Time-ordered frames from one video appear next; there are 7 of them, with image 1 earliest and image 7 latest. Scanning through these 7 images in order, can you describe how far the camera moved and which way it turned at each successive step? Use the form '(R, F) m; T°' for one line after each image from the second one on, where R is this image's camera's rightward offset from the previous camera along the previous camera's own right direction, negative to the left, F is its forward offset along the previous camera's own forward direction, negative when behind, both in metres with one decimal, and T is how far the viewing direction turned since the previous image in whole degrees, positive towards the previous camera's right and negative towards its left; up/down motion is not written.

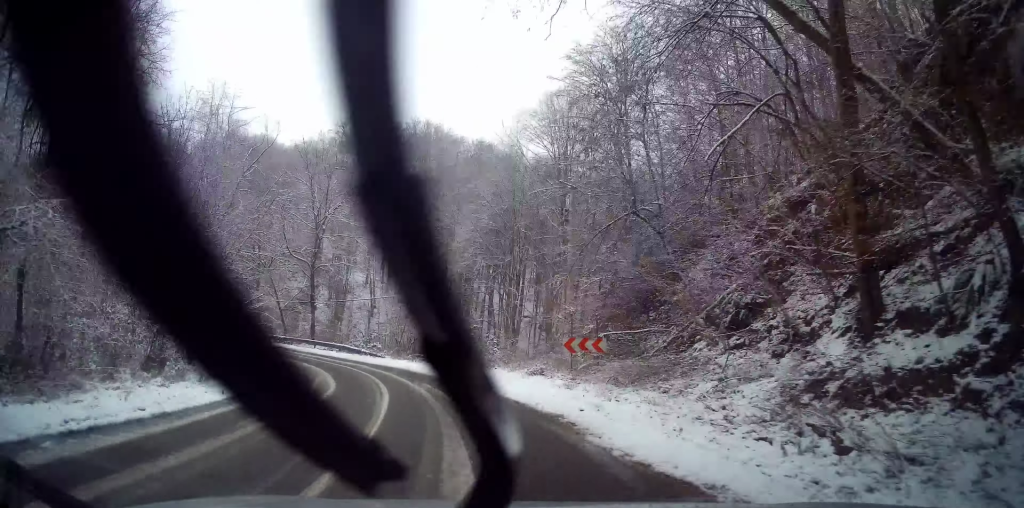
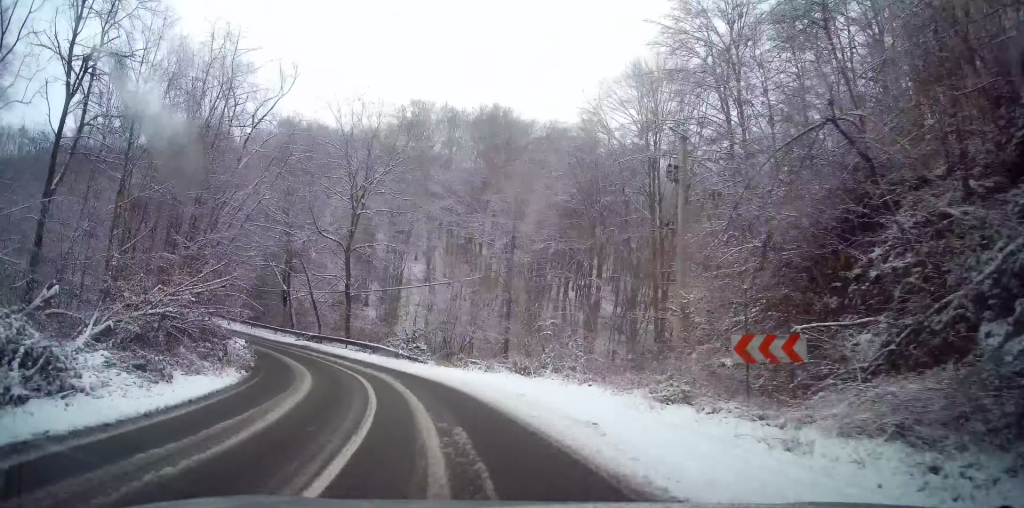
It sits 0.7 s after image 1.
(0.0, +9.3) m; -6°
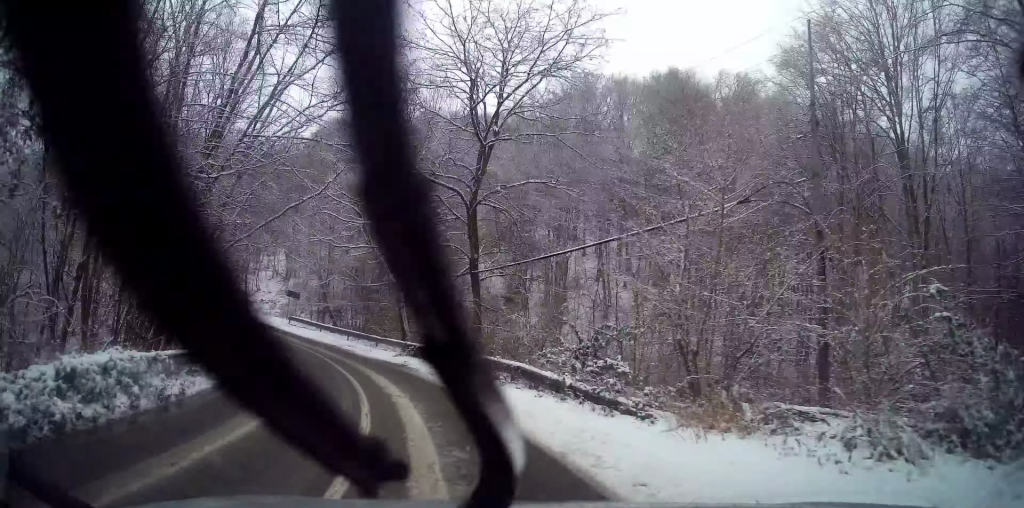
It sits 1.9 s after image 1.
(-2.5, +15.7) m; -17°
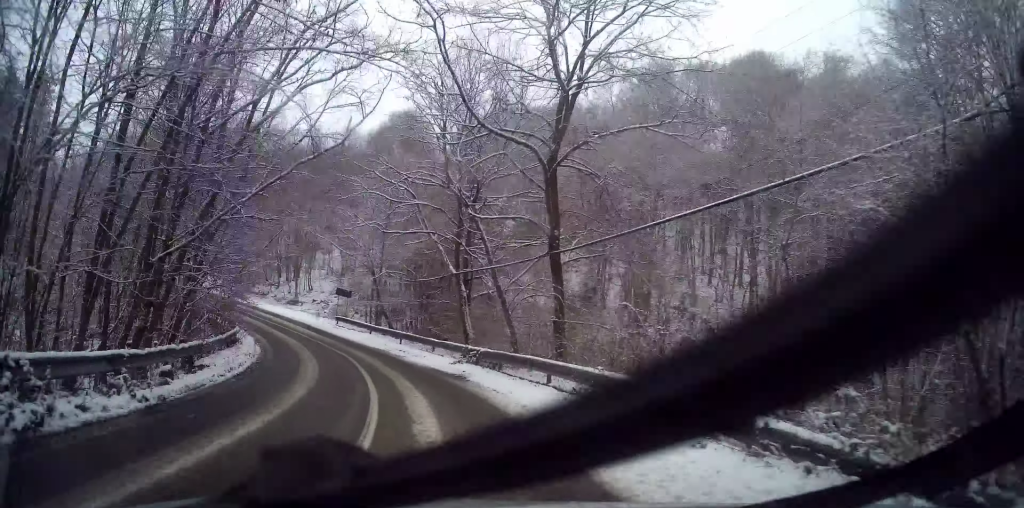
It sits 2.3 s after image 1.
(-0.5, +5.4) m; -6°
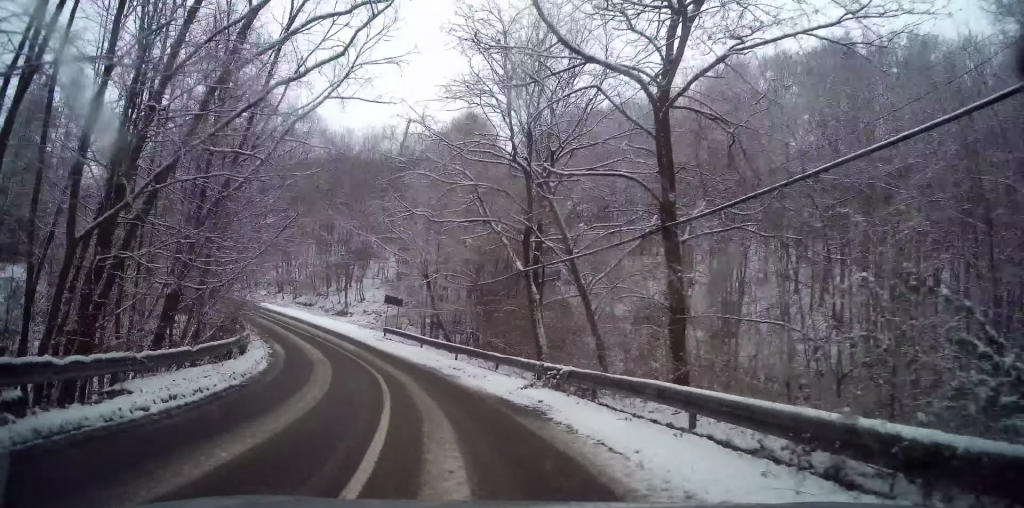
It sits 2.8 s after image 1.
(+0.1, +5.4) m; -6°
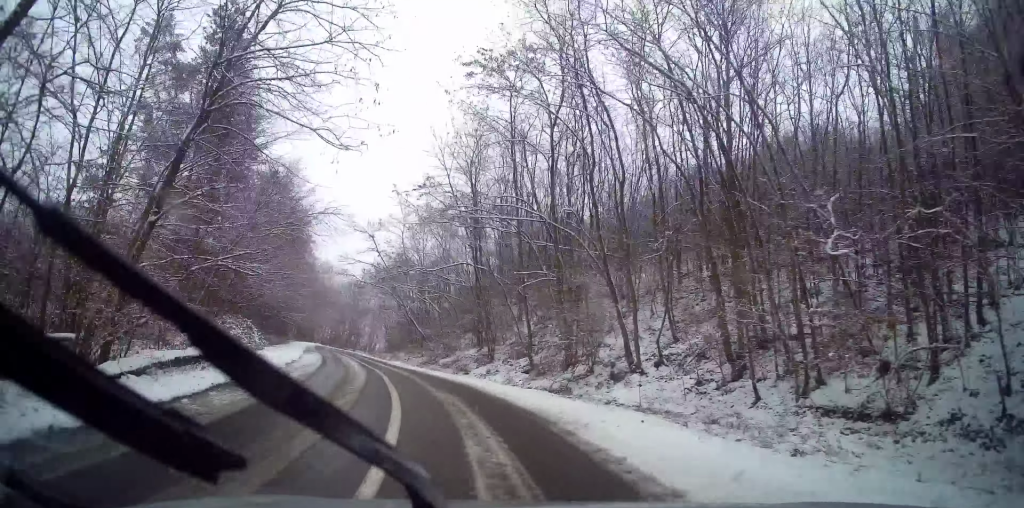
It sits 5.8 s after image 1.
(-14.9, +35.8) m; -46°
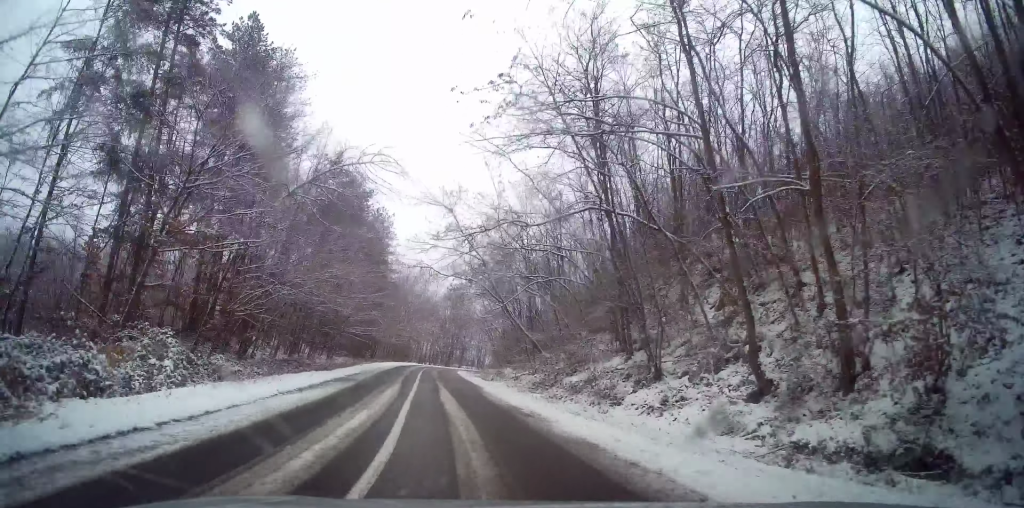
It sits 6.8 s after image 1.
(-1.4, +13.4) m; -13°
